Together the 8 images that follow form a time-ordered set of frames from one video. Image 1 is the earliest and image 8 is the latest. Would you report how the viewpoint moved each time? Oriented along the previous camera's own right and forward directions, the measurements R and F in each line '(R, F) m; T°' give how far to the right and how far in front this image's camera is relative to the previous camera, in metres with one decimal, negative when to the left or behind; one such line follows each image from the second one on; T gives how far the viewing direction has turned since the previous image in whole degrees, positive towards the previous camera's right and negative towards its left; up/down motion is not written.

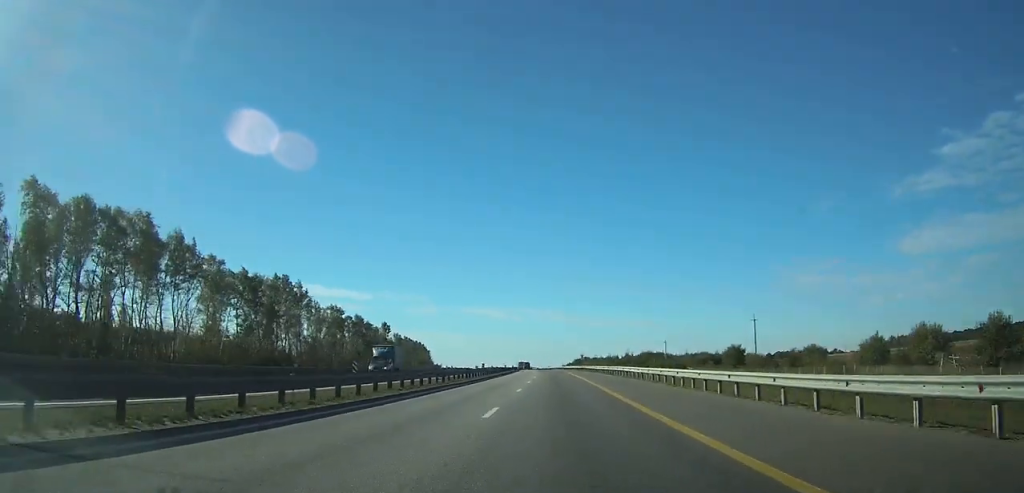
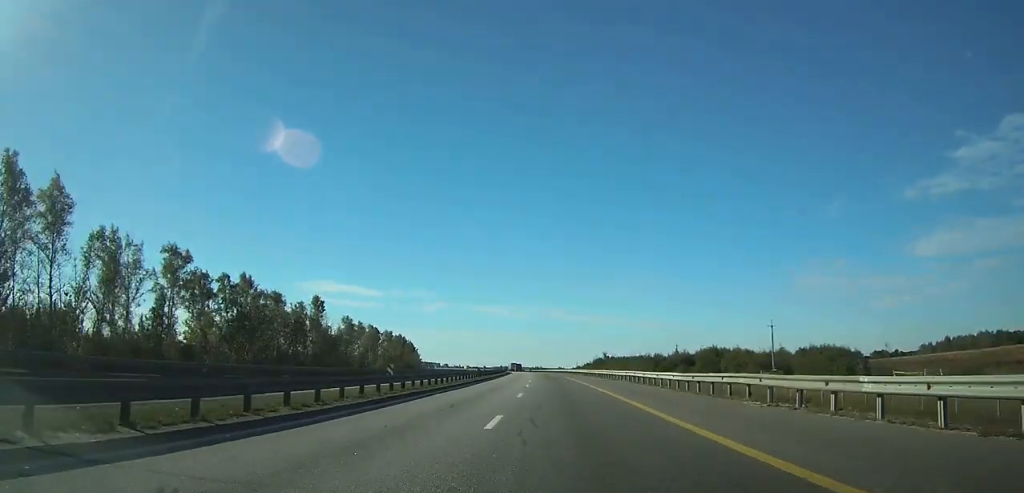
(-0.5, +74.0) m; -1°
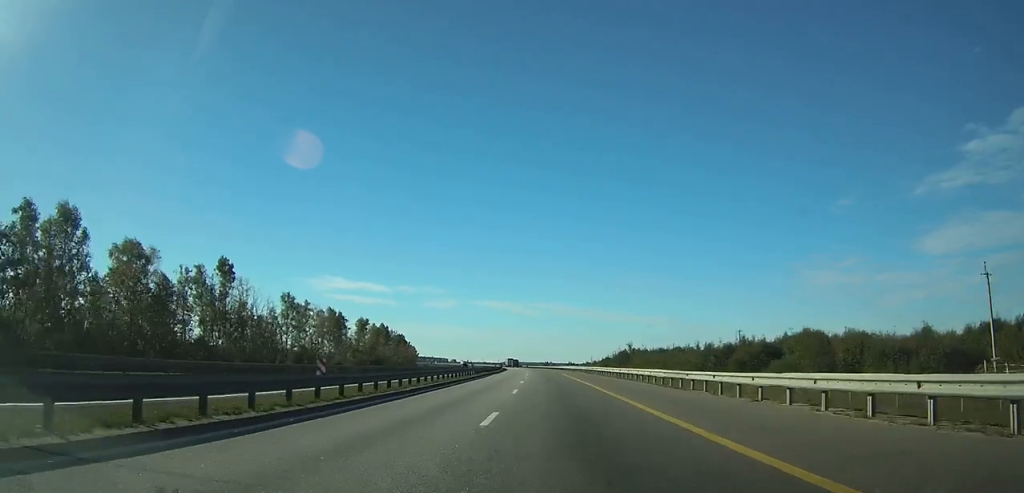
(-0.4, +47.4) m; -1°
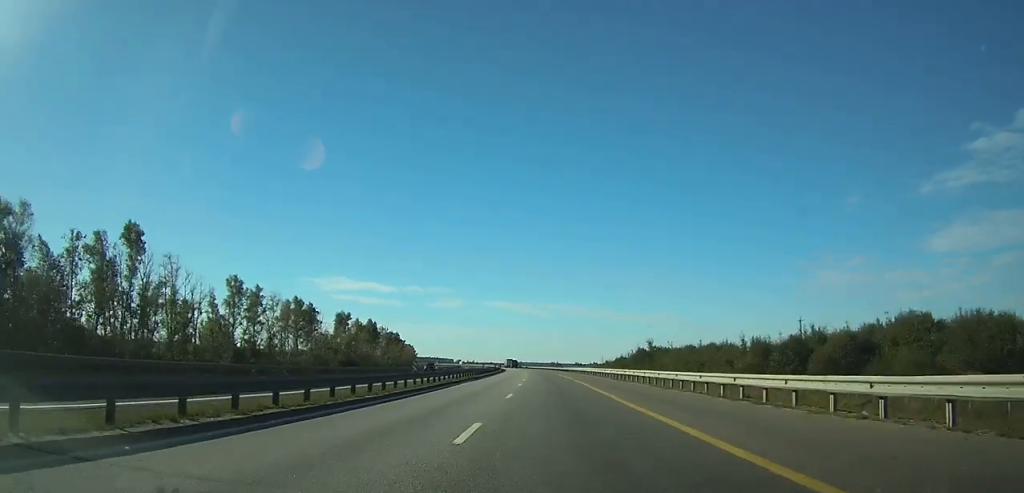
(-0.1, +26.3) m; -1°
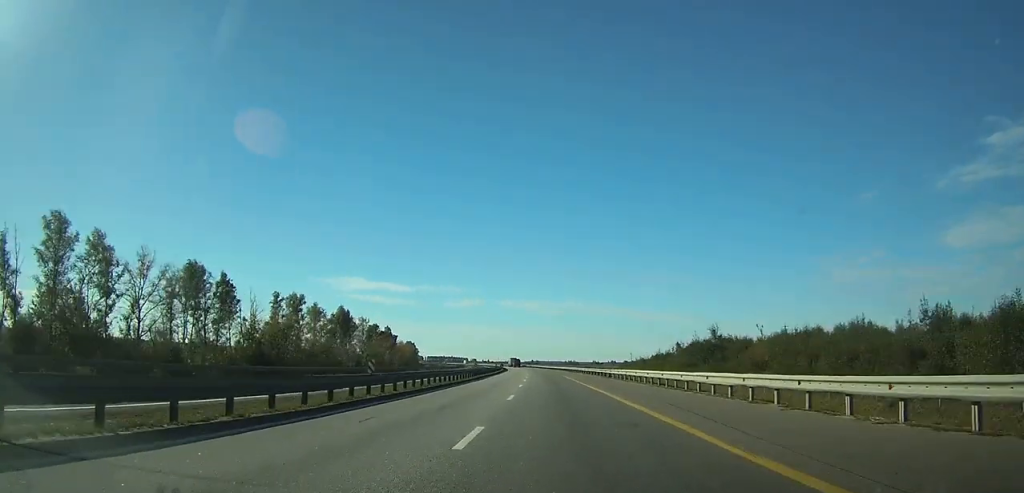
(-0.4, +47.7) m; -1°
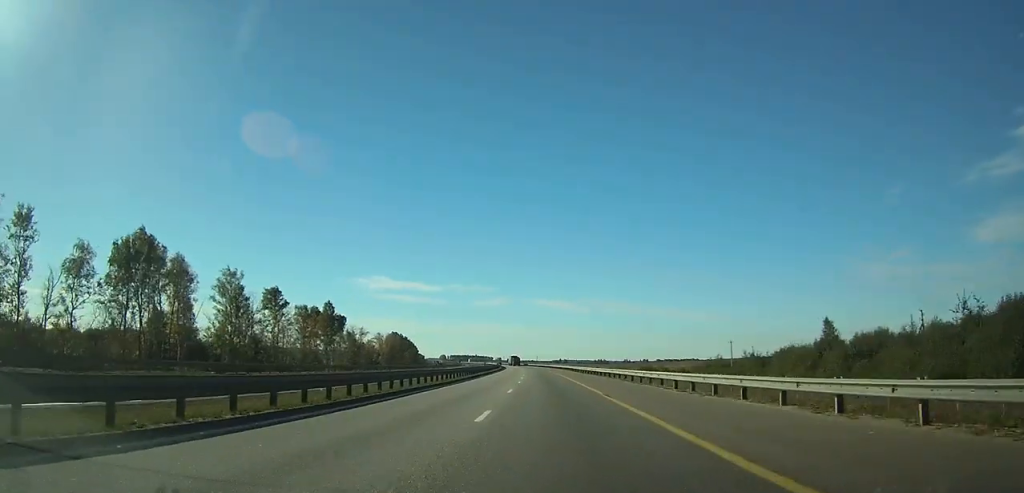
(-2.6, +102.6) m; -3°
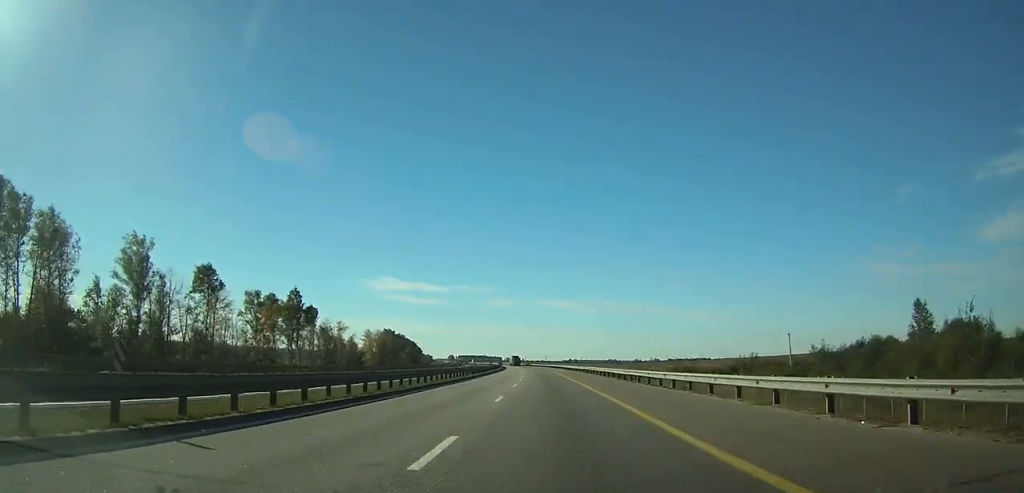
(-0.1, +29.4) m; -1°
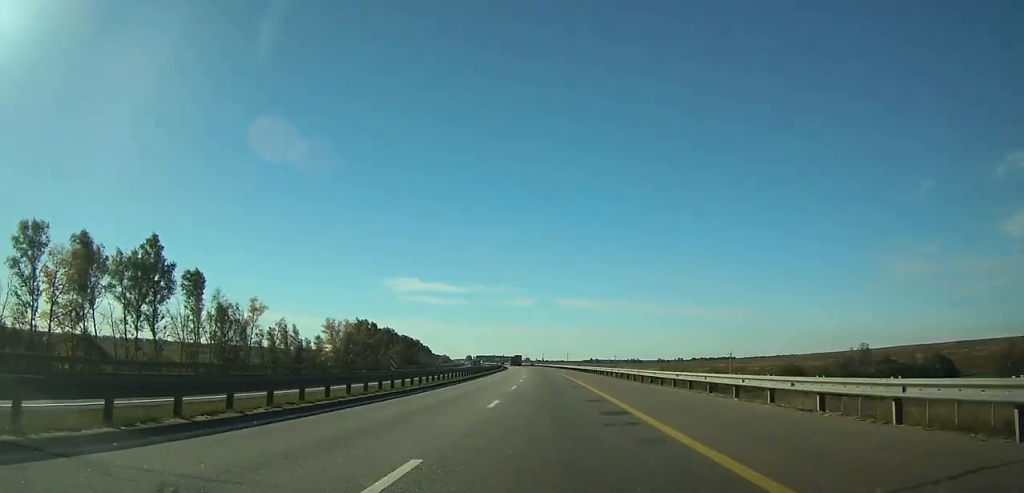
(-1.0, +61.5) m; -2°
